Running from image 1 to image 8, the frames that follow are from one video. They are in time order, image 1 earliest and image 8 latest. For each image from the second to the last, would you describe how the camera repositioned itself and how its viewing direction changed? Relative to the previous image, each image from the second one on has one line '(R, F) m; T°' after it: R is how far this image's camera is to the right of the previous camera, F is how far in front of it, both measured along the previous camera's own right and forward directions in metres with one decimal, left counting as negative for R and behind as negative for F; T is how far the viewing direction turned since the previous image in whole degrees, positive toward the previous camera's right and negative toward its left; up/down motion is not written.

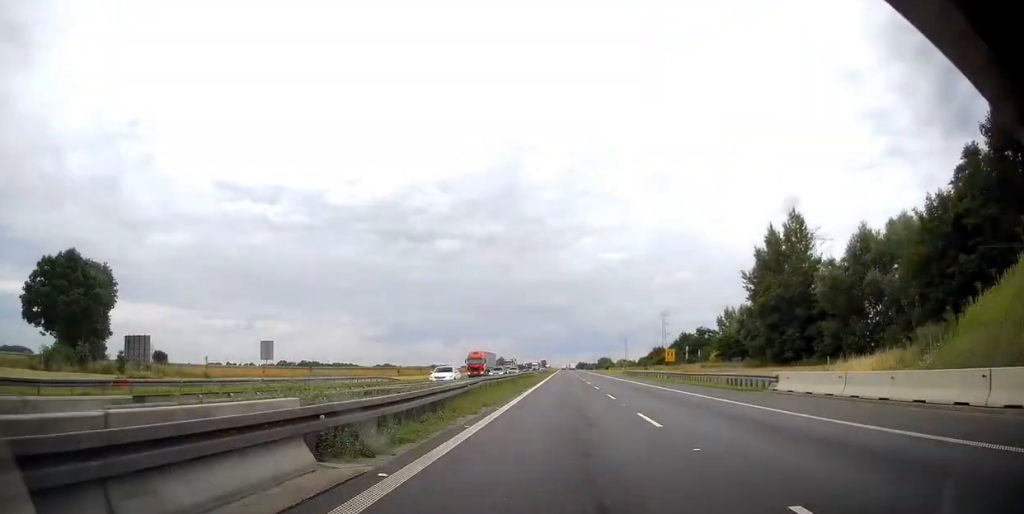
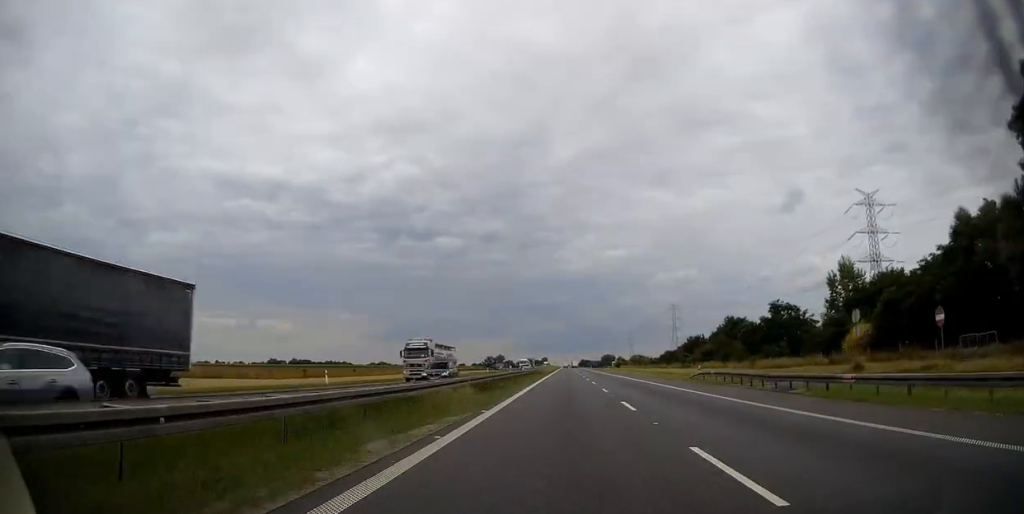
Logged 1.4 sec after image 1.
(+0.2, +55.8) m; 0°
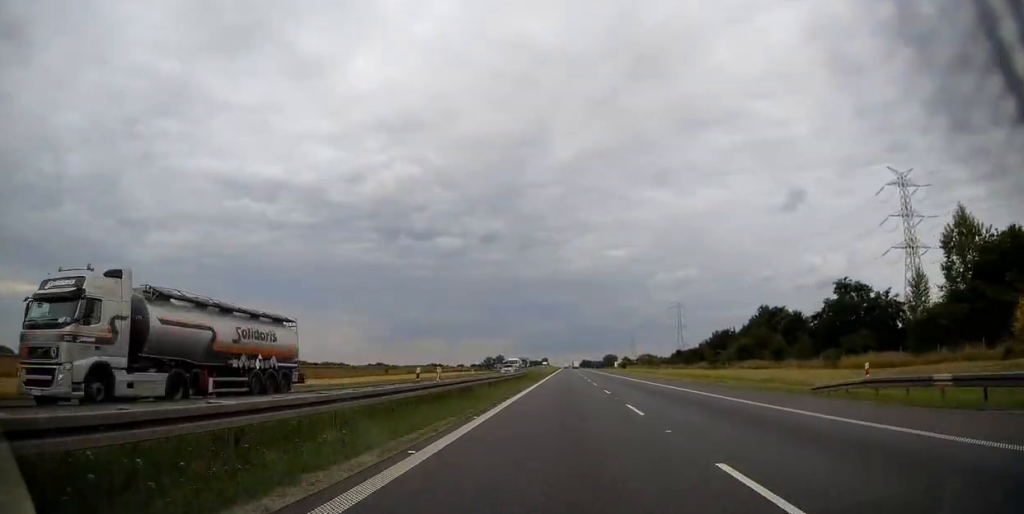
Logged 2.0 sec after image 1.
(+0.1, +25.8) m; 0°
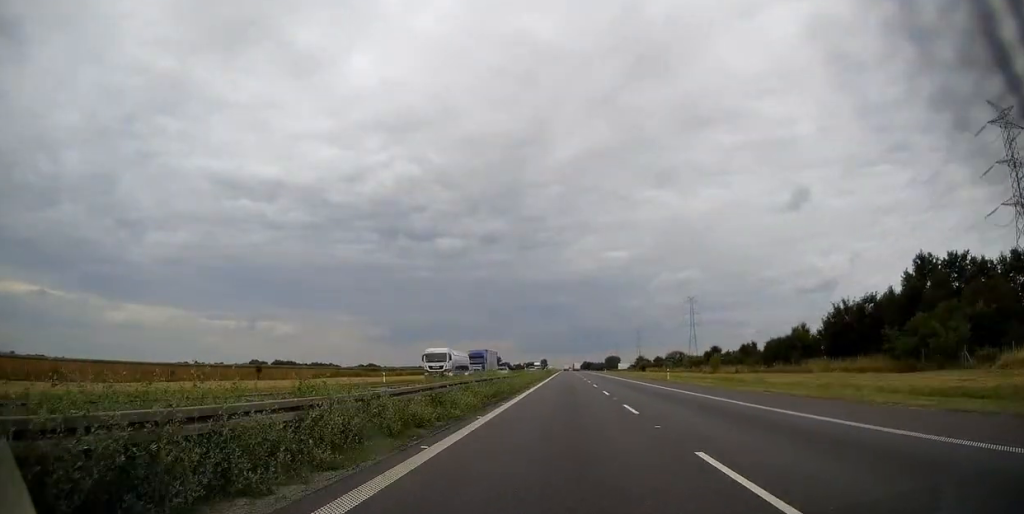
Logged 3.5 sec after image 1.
(-0.4, +59.4) m; 0°
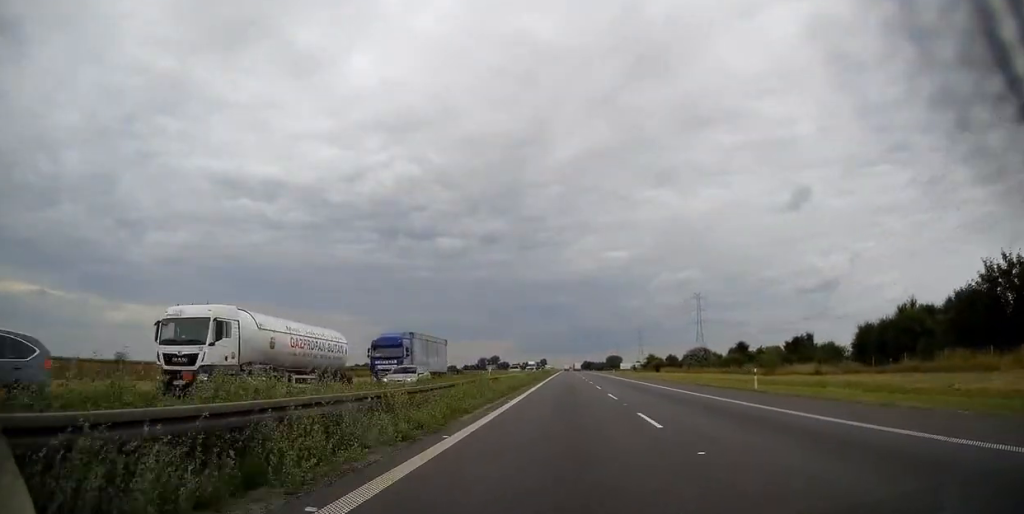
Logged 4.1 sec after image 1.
(+0.1, +26.9) m; 0°
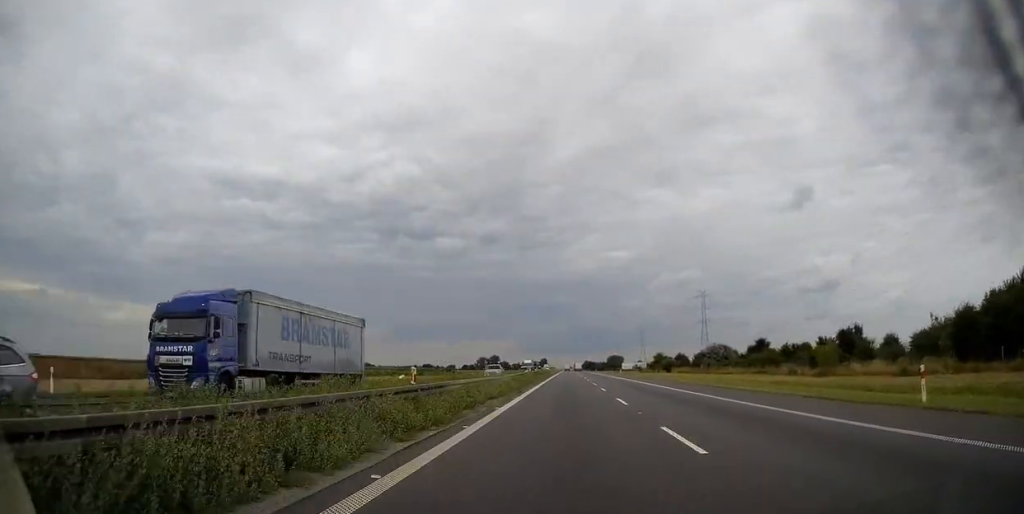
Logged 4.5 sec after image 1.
(0.0, +16.2) m; 0°
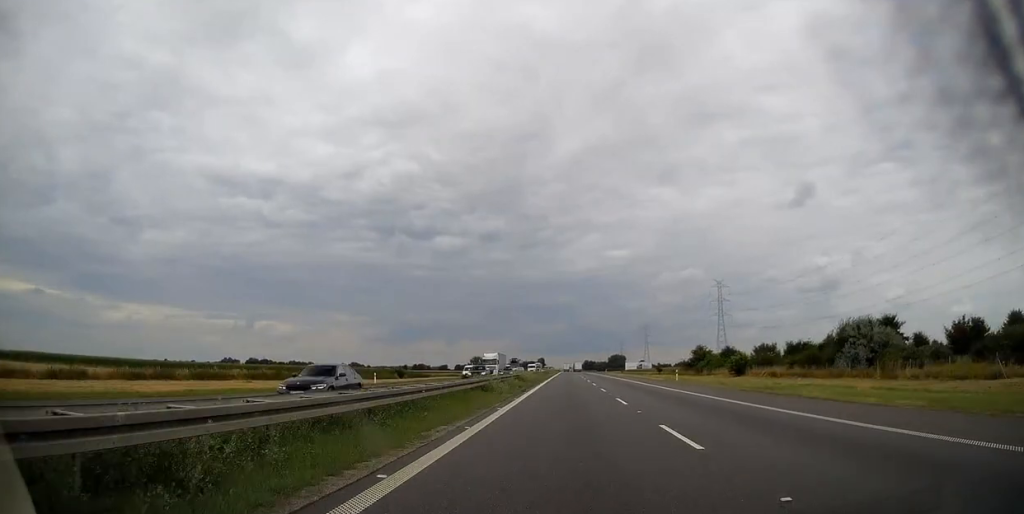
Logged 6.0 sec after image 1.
(+0.2, +59.6) m; +1°
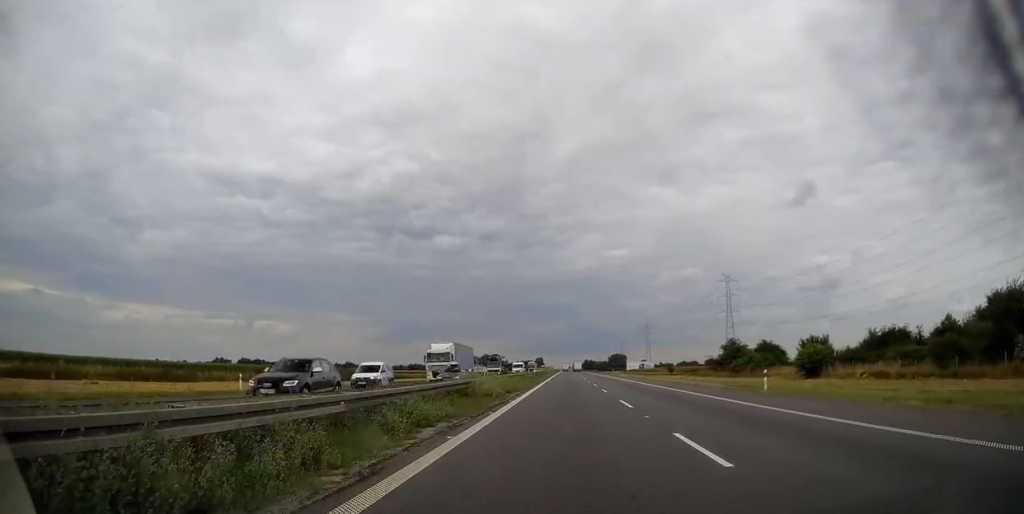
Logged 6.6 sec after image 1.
(0.0, +25.9) m; 0°
